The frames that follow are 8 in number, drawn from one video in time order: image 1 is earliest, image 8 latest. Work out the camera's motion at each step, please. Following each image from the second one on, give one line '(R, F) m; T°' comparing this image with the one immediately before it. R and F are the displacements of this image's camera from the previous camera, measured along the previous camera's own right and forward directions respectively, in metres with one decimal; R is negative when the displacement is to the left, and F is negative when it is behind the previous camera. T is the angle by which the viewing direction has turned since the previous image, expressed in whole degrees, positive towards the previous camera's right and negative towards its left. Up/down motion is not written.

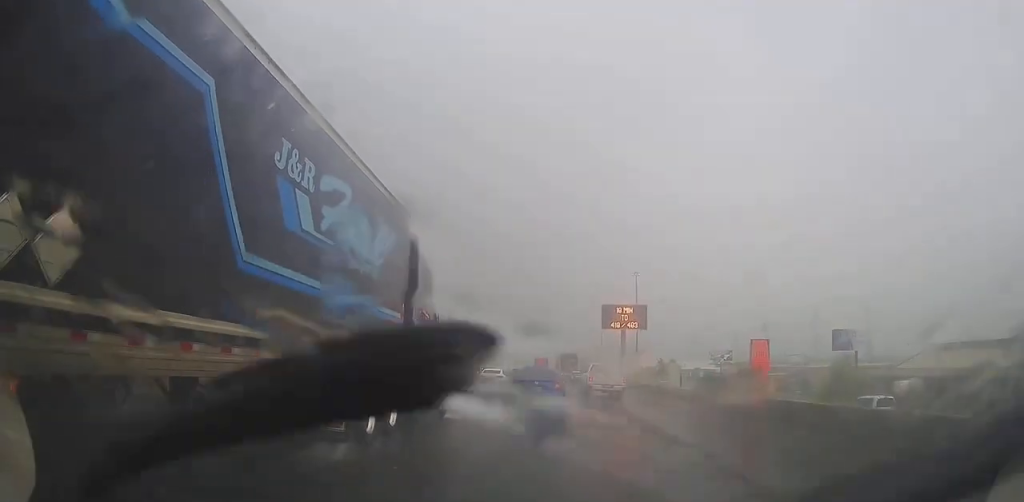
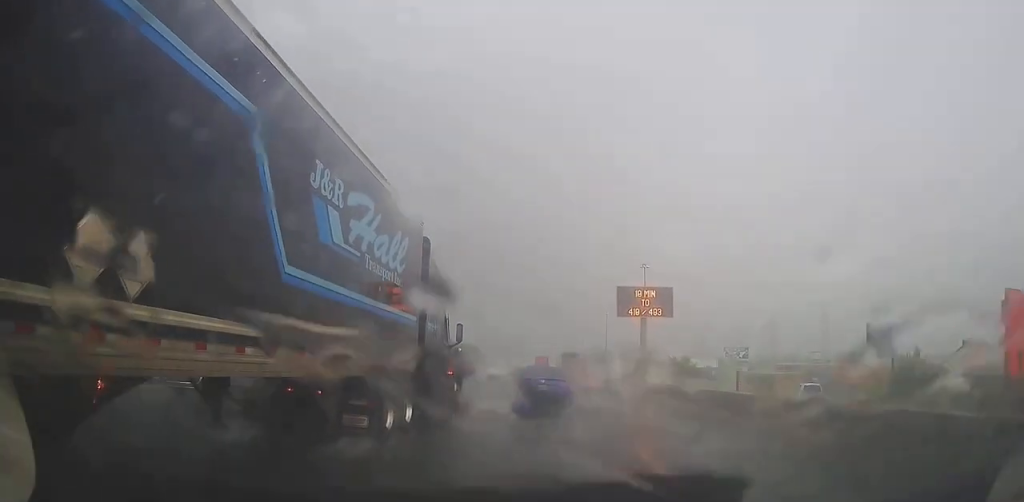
(+0.3, +10.4) m; 0°
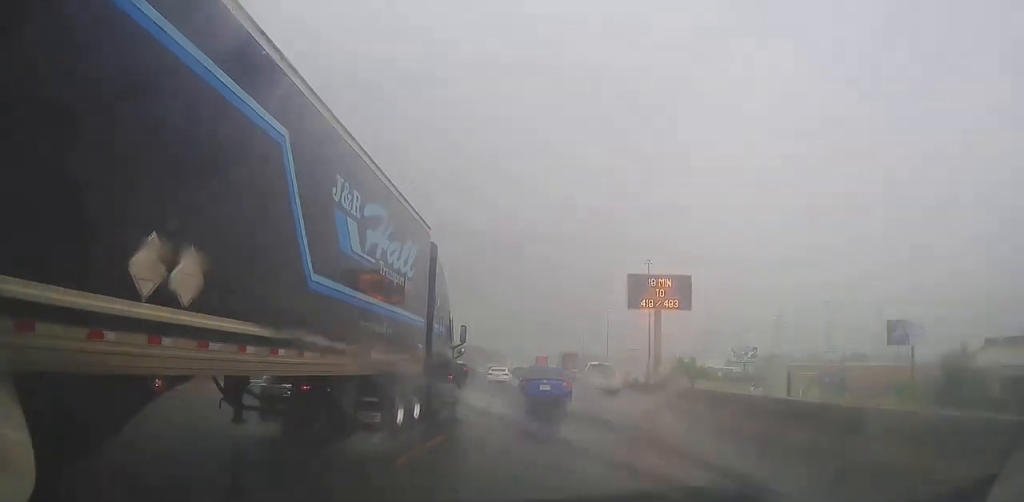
(-0.1, +5.5) m; -1°
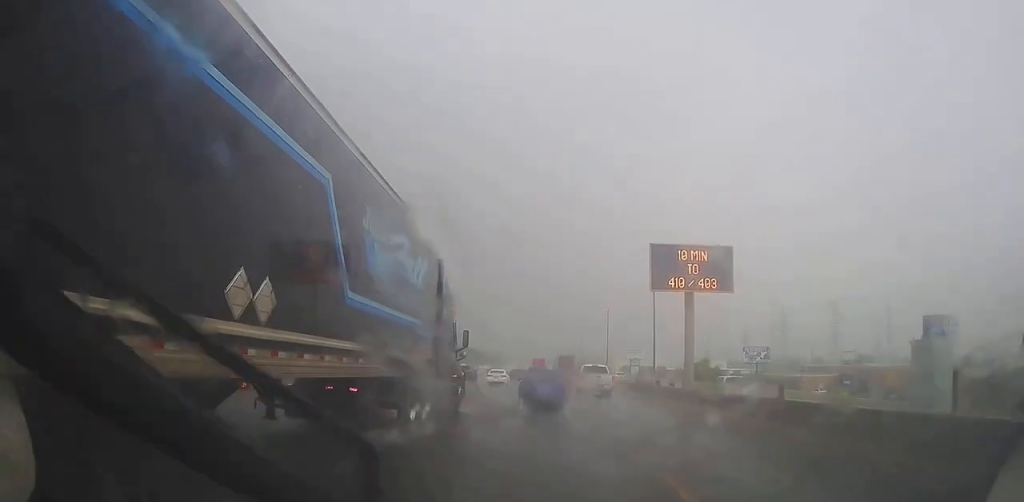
(-0.1, +8.8) m; 0°
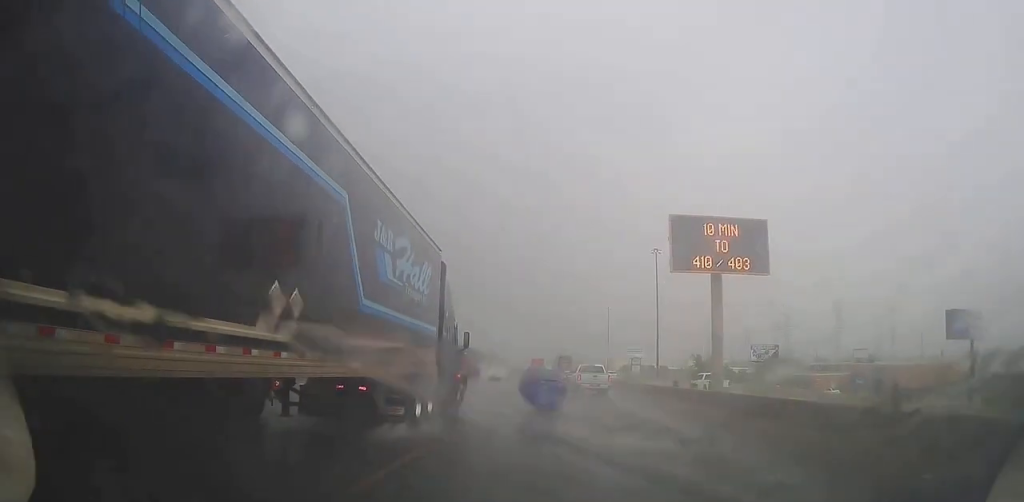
(+0.1, +4.6) m; 0°
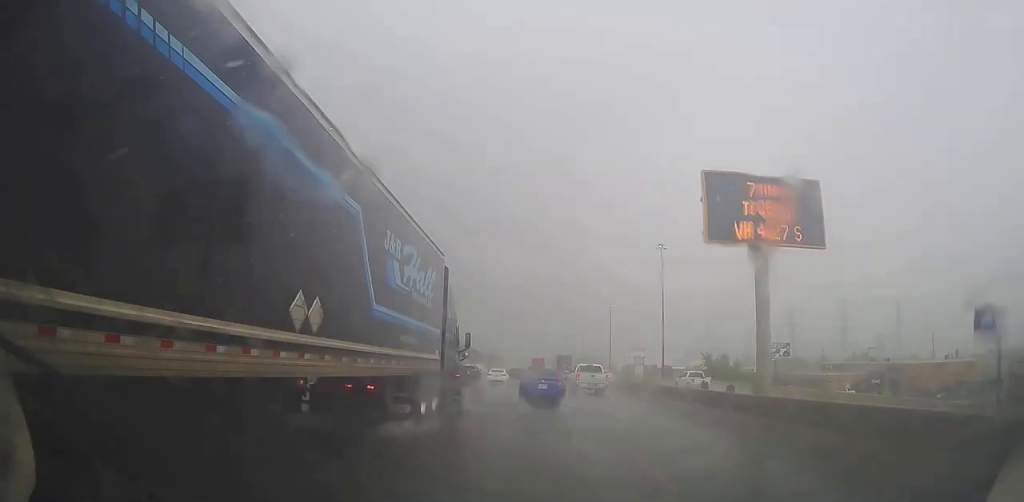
(-0.1, +5.1) m; -1°
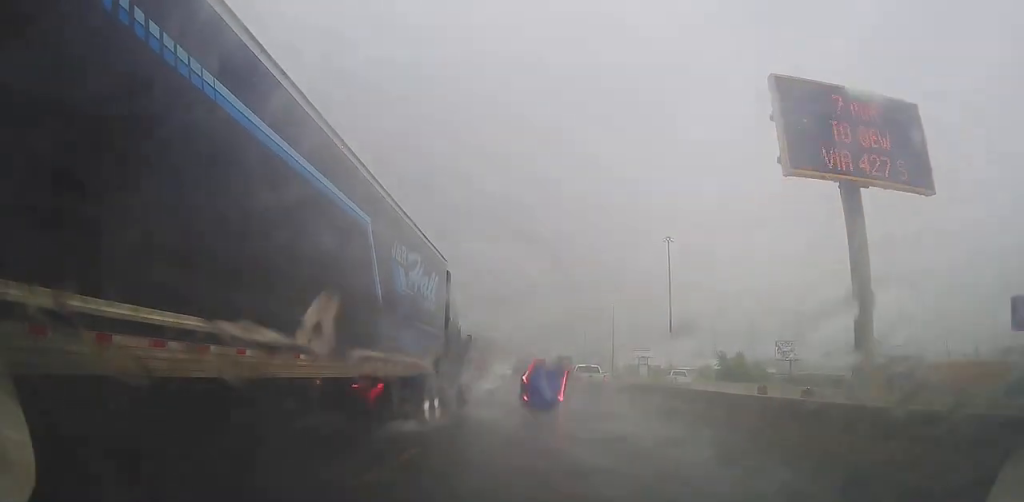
(0.0, +5.8) m; -1°
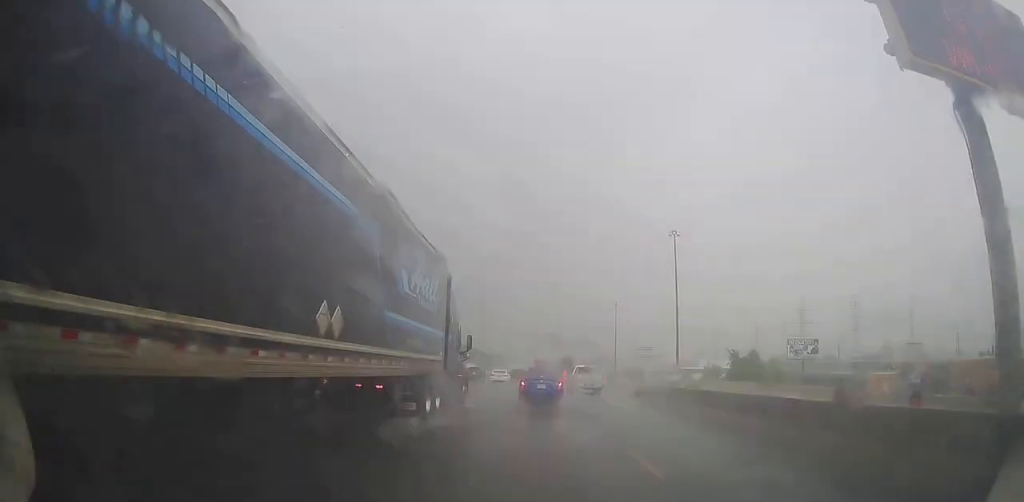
(0.0, +4.4) m; 0°
